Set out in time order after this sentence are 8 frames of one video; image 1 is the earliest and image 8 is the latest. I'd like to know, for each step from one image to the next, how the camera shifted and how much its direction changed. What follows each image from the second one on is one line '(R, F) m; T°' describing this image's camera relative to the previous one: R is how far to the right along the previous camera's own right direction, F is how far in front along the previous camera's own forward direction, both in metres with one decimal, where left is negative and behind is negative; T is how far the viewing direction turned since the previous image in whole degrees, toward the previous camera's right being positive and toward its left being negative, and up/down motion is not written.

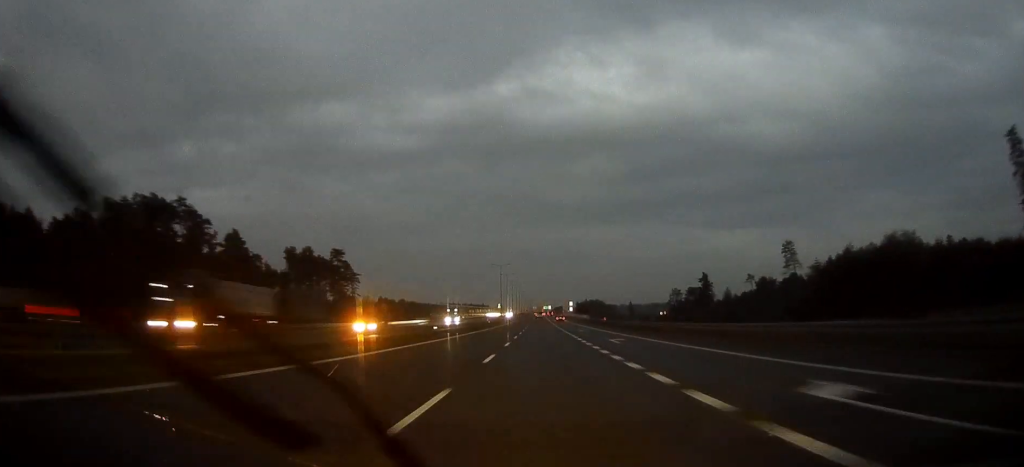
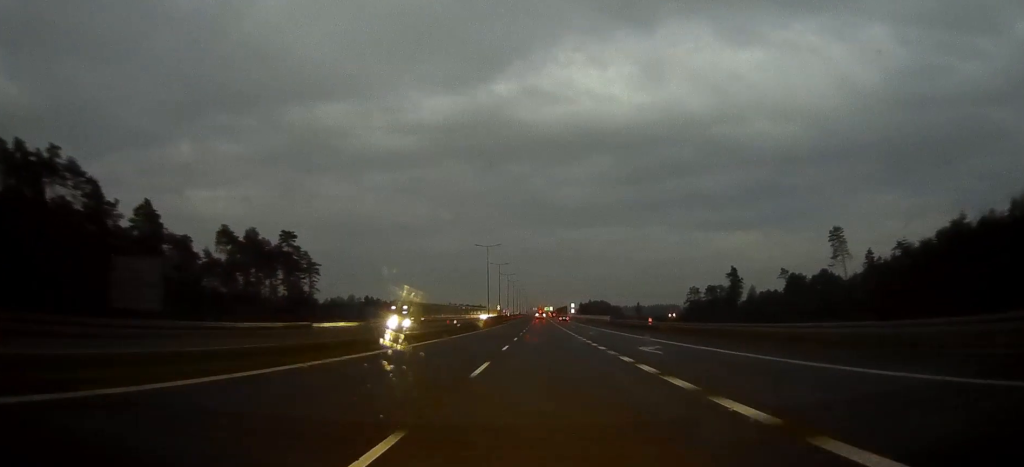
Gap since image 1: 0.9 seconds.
(0.0, +40.7) m; 0°
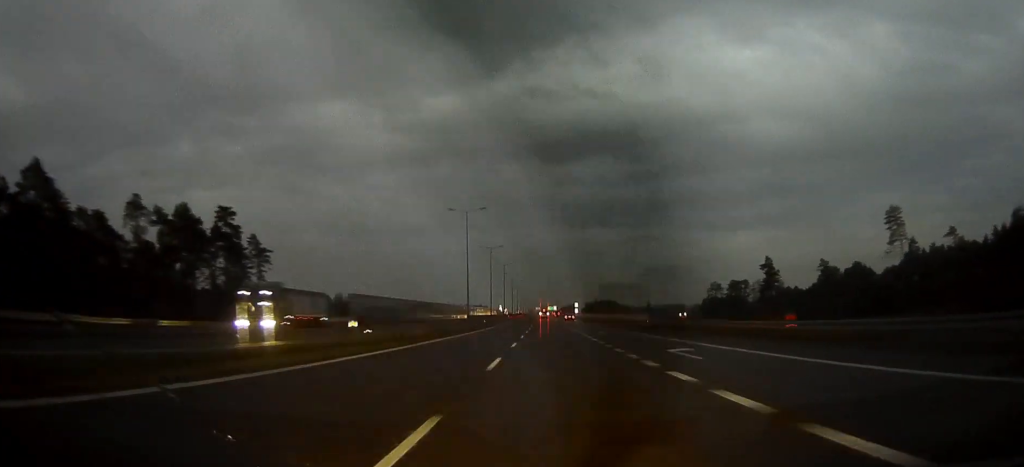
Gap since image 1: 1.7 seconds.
(0.0, +34.8) m; 0°
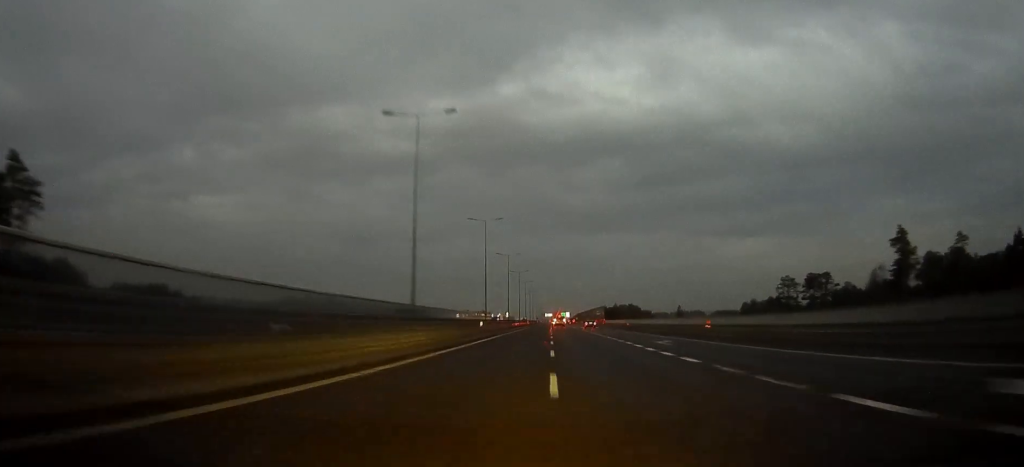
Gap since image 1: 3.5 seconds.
(-0.4, +75.8) m; -1°
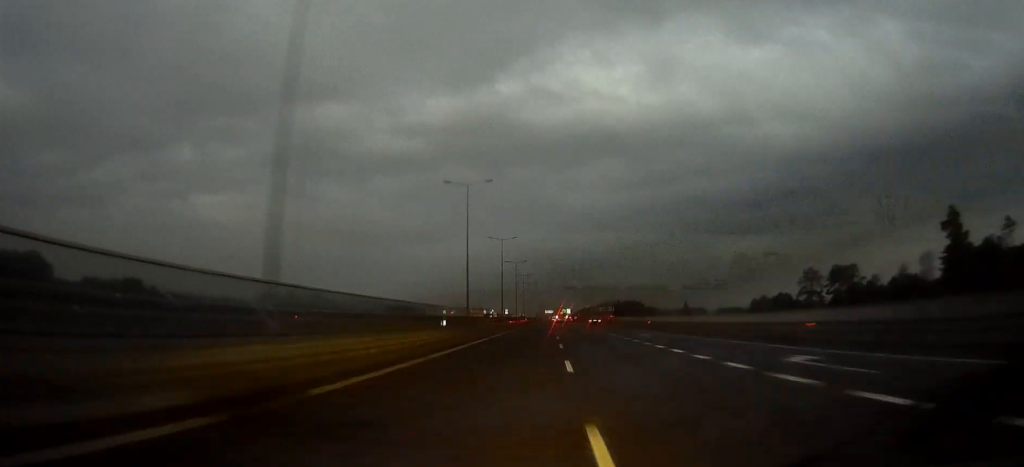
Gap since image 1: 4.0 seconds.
(0.0, +19.6) m; 0°
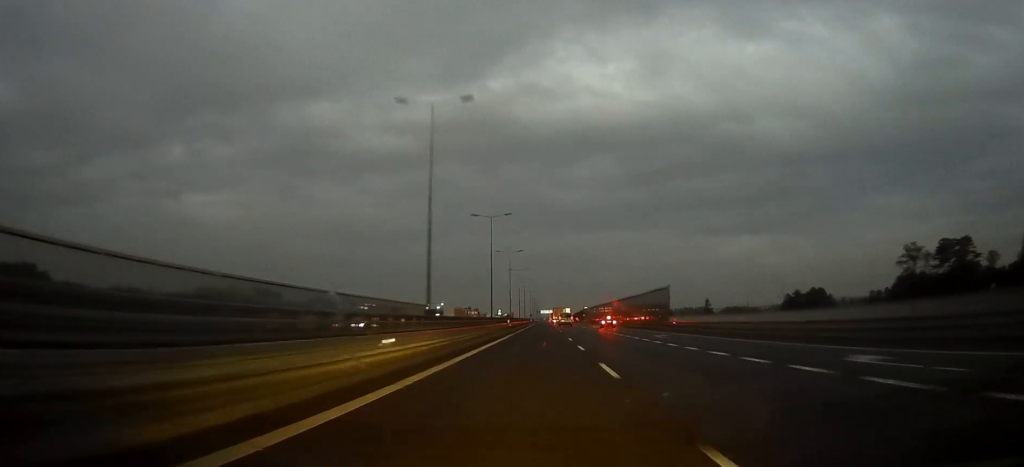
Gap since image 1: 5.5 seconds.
(+0.2, +62.3) m; 0°
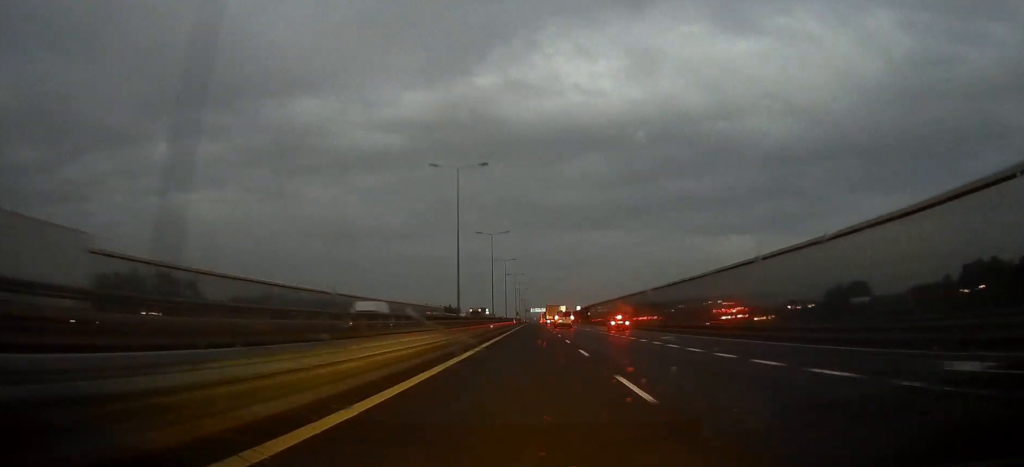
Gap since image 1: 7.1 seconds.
(+0.3, +64.4) m; 0°
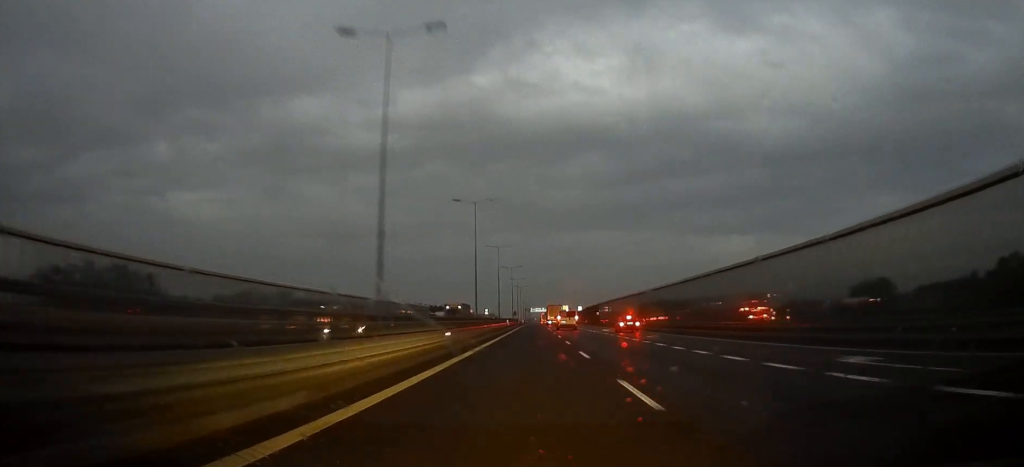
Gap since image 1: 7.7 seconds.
(+0.1, +25.0) m; 0°
